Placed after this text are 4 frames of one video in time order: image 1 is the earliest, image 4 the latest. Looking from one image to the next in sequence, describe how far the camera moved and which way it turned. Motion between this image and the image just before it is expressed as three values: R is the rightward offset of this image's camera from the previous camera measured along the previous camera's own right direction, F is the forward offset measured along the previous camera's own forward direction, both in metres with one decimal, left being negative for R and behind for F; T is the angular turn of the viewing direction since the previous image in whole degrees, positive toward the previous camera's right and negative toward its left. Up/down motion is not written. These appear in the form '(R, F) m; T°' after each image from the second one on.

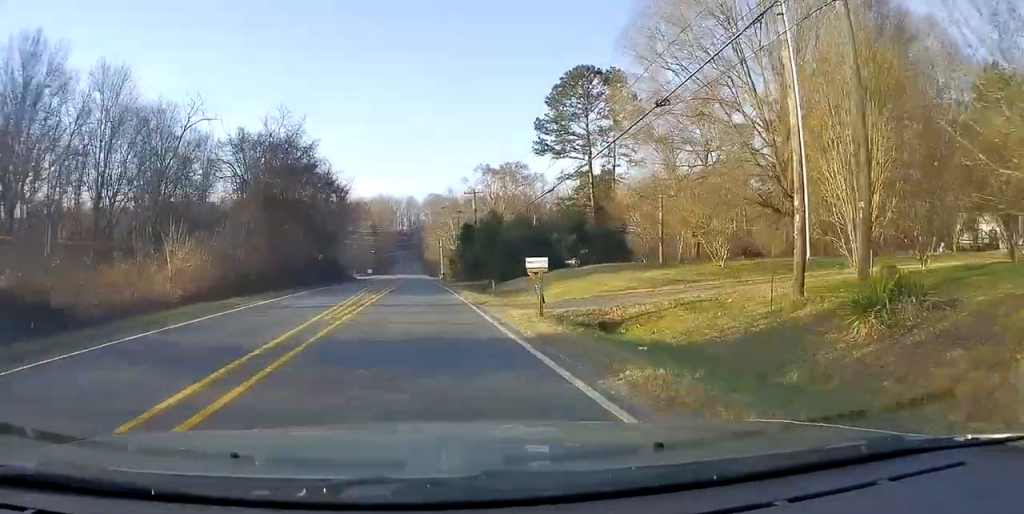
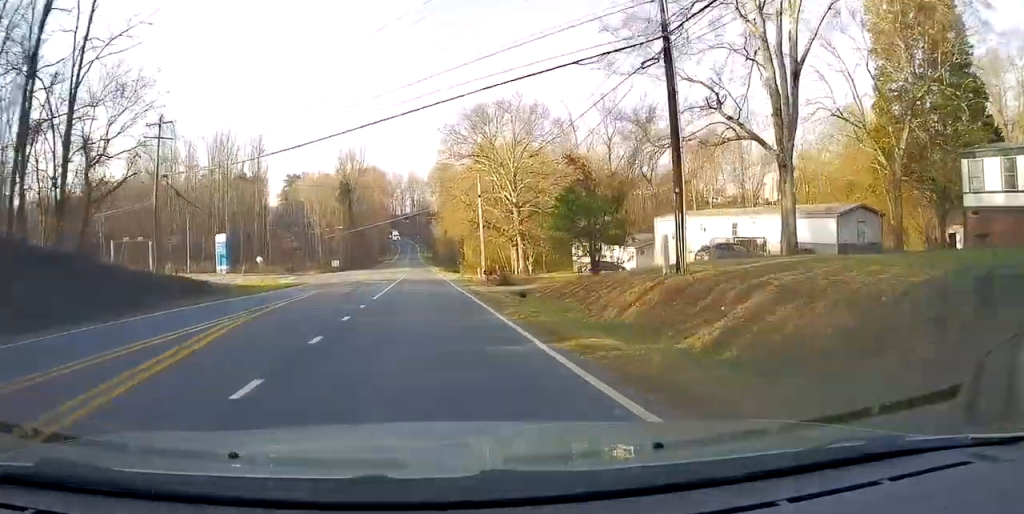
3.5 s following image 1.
(+1.3, +80.3) m; +1°
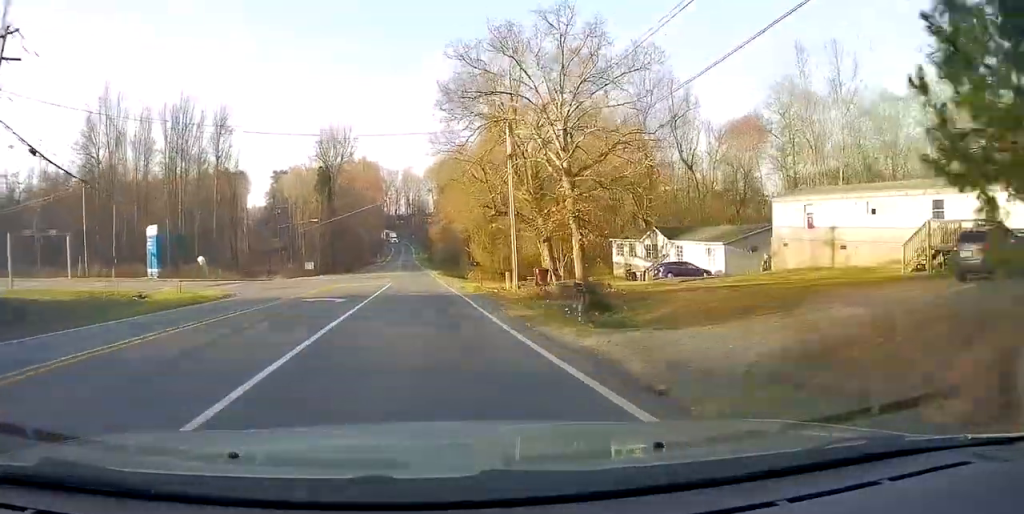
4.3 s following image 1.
(-0.1, +19.3) m; 0°
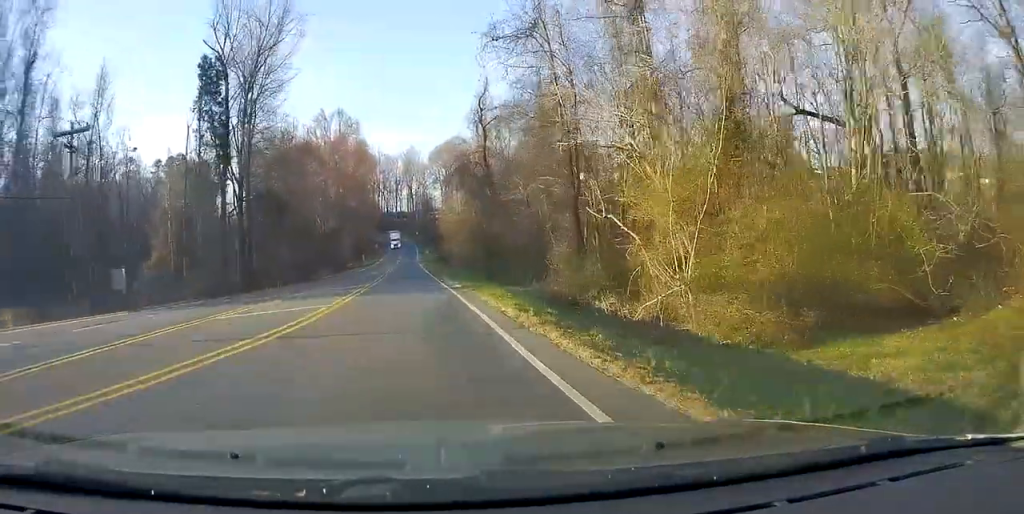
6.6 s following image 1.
(-0.6, +52.5) m; -1°
